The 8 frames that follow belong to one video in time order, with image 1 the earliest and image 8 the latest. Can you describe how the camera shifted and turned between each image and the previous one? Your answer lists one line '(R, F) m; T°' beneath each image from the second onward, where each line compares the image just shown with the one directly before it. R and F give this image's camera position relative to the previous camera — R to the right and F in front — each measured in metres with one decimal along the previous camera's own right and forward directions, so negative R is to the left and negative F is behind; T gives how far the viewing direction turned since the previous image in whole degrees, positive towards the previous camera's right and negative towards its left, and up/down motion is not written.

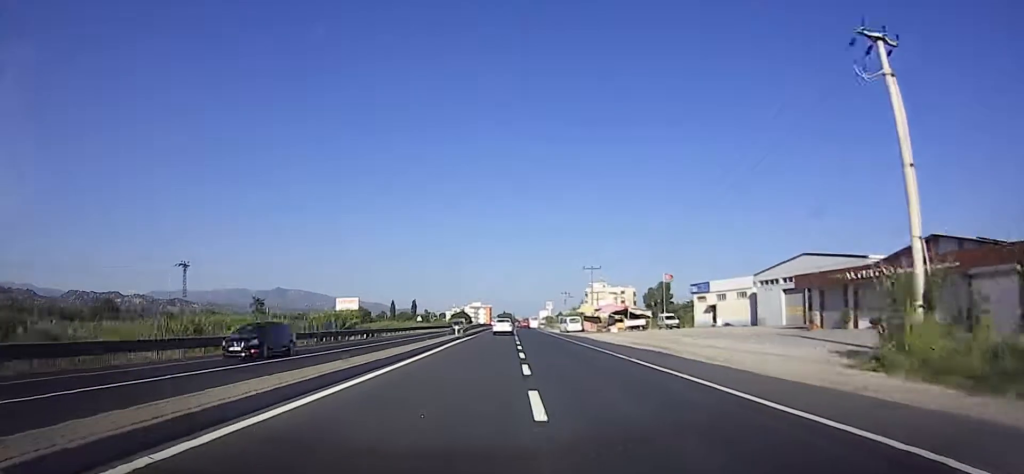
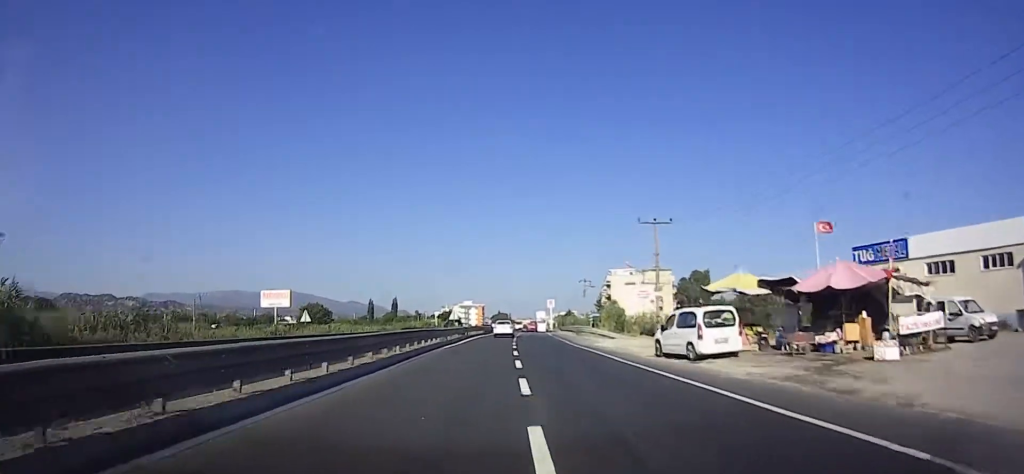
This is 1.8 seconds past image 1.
(+0.1, +46.0) m; 0°
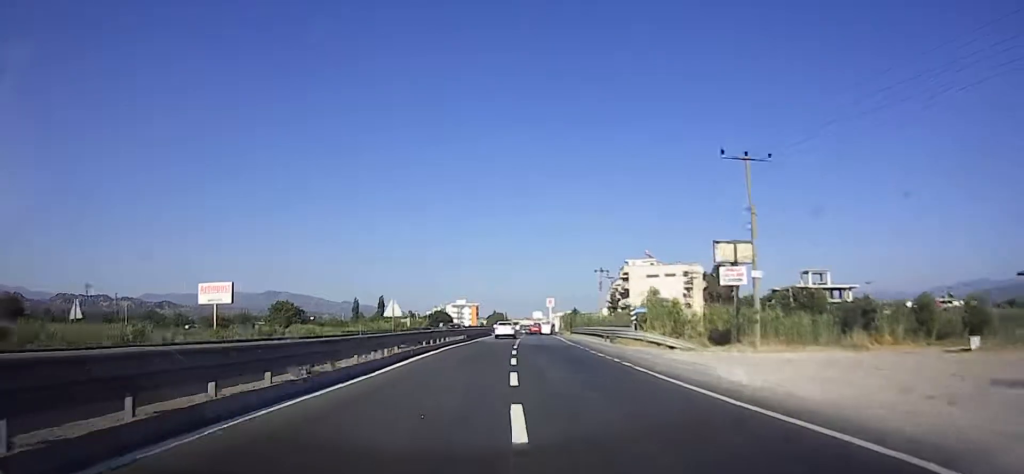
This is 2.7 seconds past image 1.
(0.0, +22.4) m; 0°
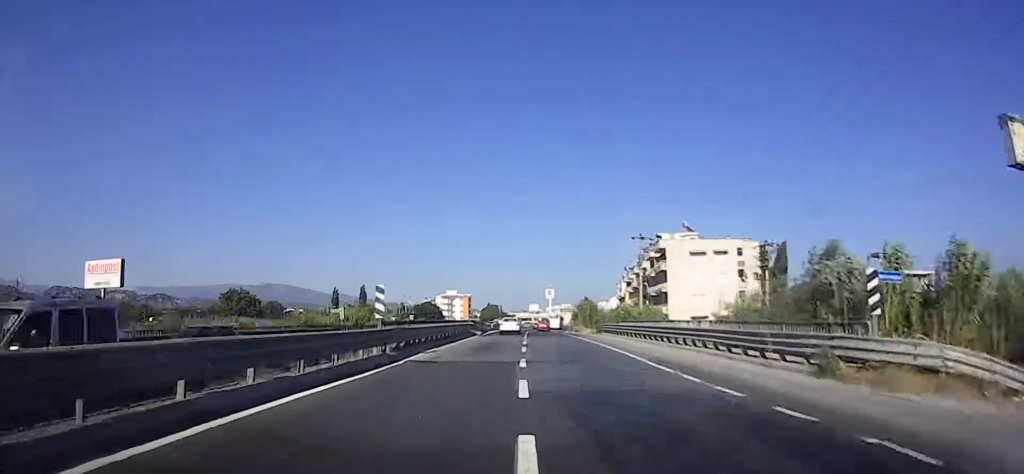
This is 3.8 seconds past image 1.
(+0.1, +26.8) m; 0°
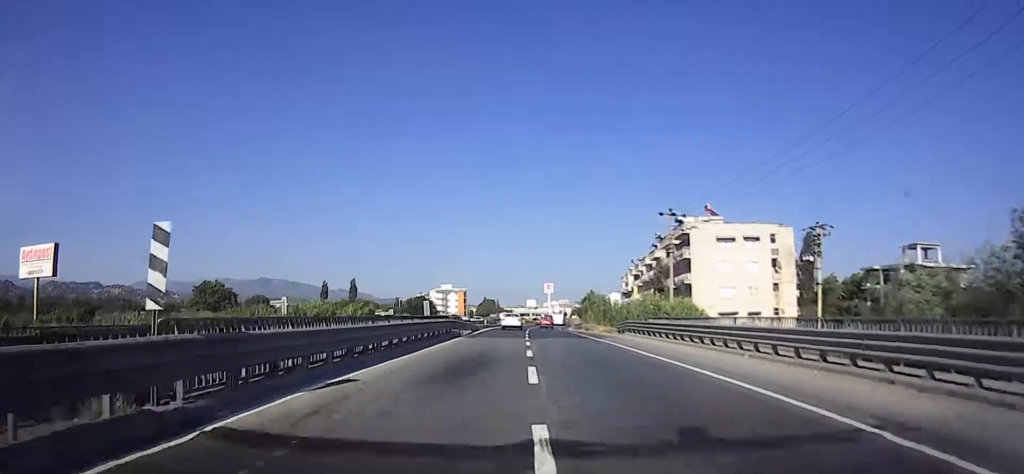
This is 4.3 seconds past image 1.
(0.0, +11.2) m; 0°
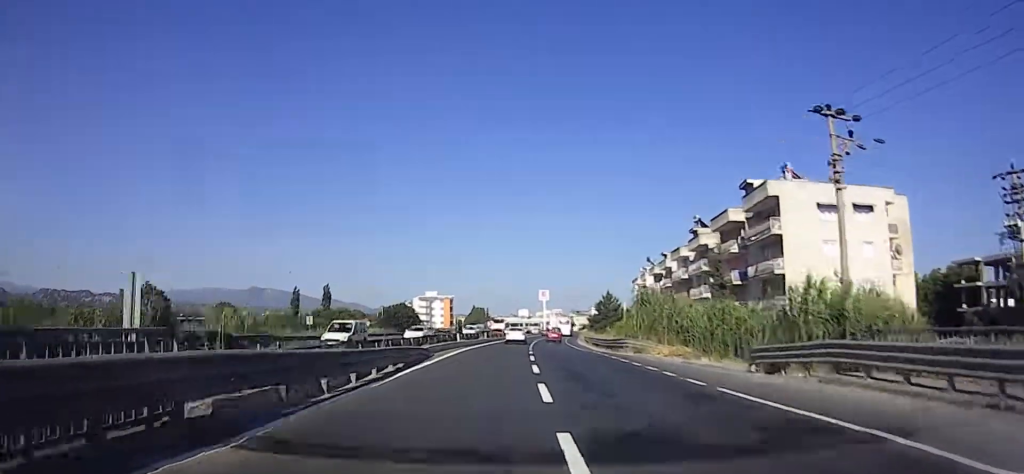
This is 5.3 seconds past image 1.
(+0.1, +24.2) m; +1°
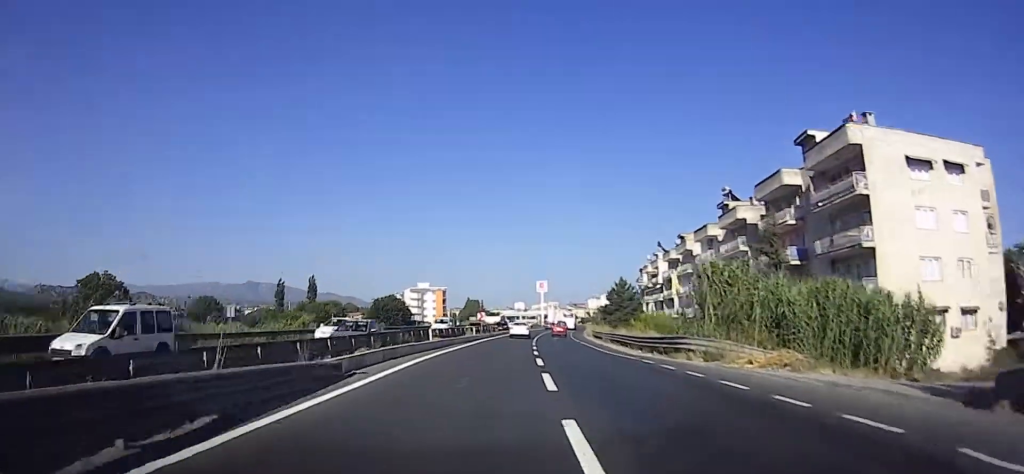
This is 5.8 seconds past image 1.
(+0.1, +11.6) m; 0°
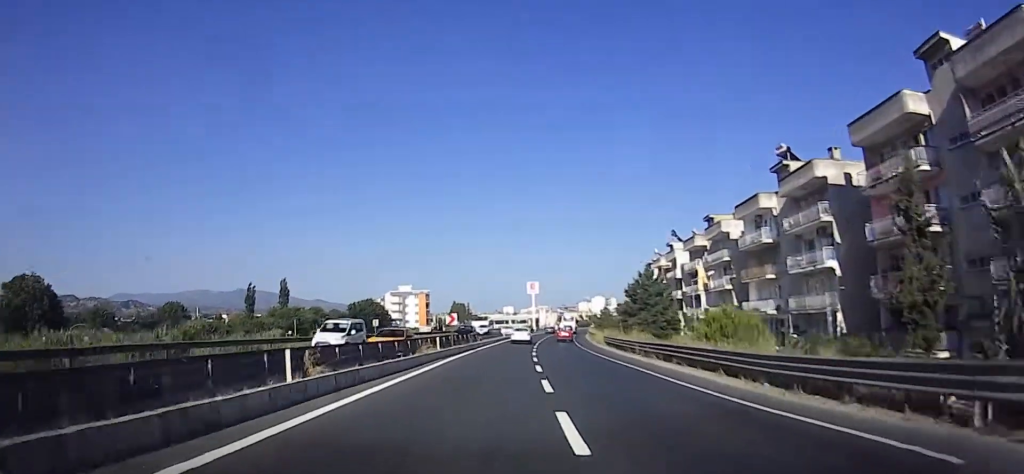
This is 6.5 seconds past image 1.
(+0.1, +16.1) m; +1°
